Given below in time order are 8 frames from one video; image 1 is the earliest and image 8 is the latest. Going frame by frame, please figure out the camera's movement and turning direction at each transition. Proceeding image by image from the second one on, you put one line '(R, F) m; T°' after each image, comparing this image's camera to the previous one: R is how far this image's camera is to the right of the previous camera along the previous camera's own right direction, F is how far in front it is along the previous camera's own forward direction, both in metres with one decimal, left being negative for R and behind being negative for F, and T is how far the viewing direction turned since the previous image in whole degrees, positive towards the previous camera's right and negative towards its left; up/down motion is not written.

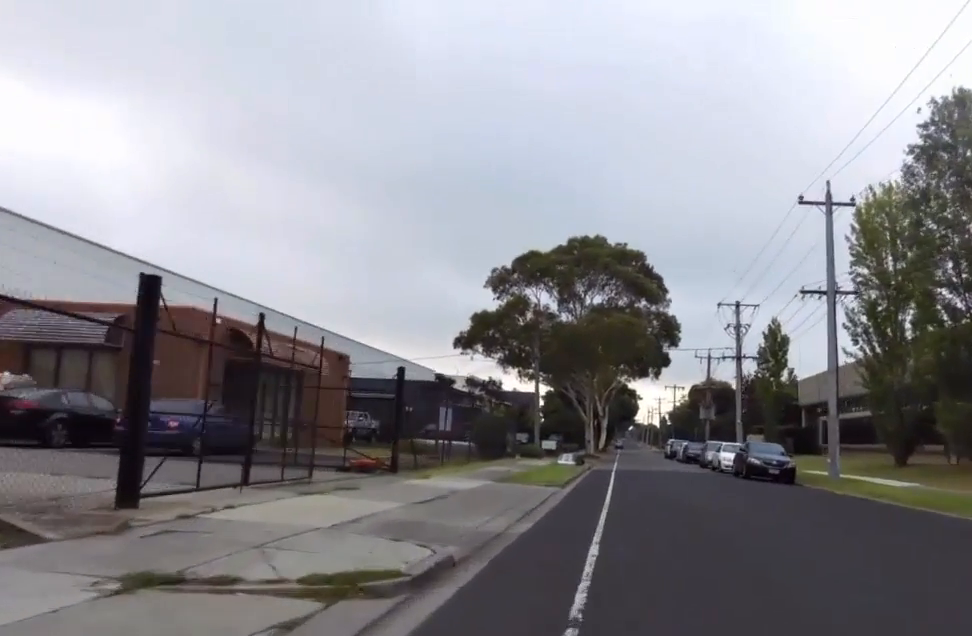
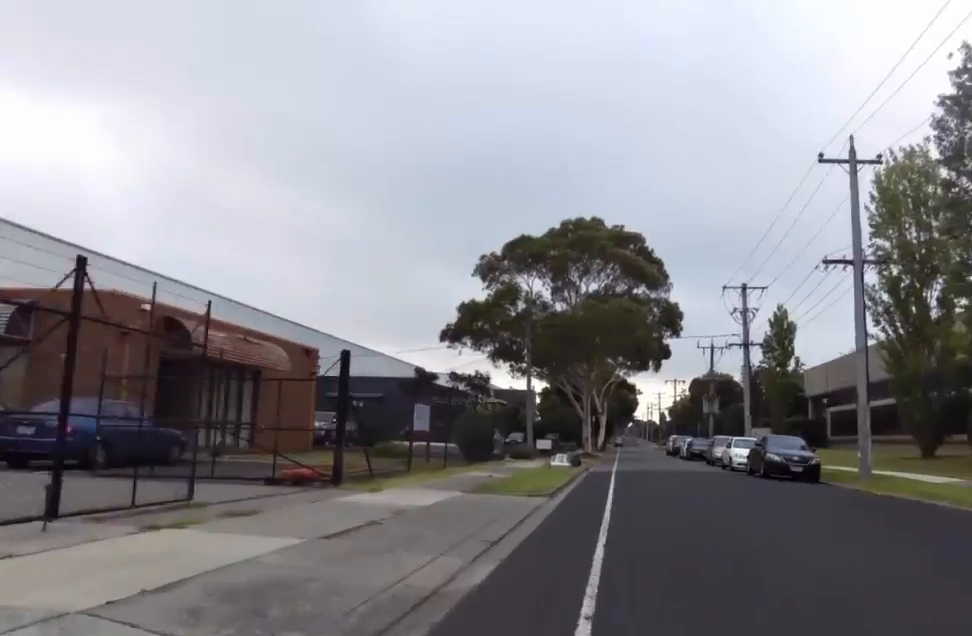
(-0.1, +3.4) m; +1°
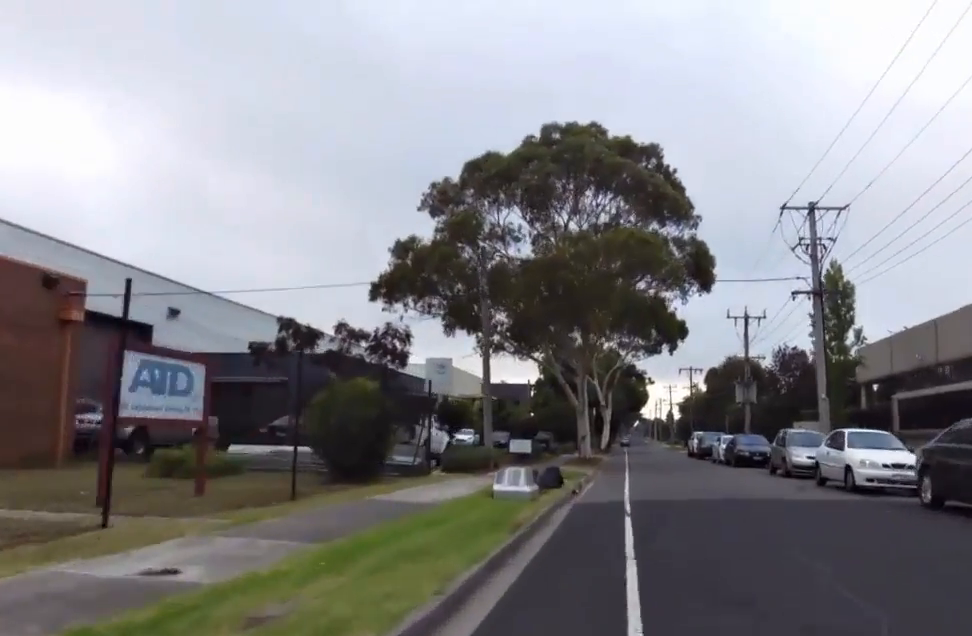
(-1.0, +14.8) m; -4°
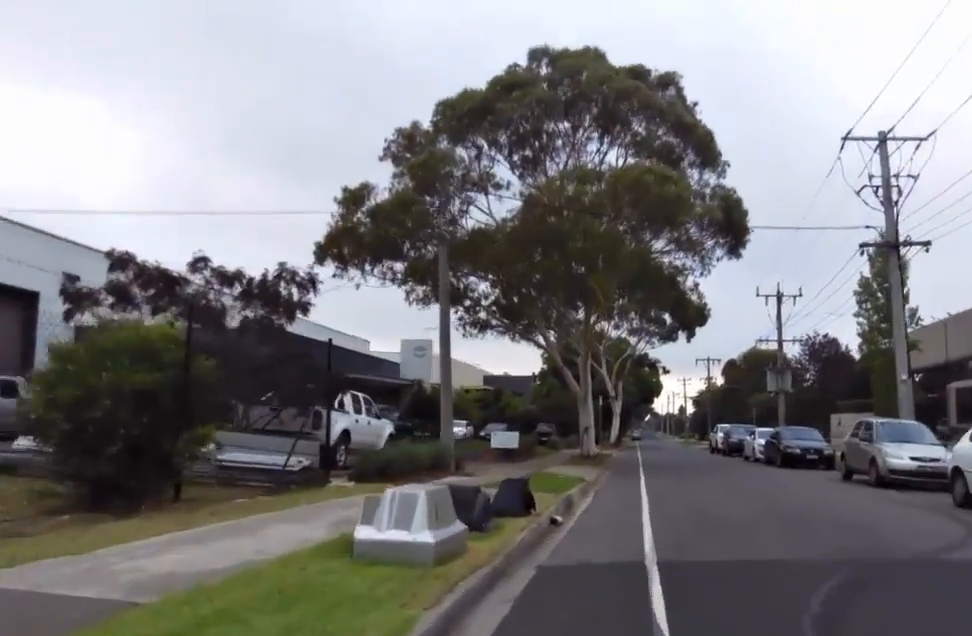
(+0.5, +7.2) m; 0°
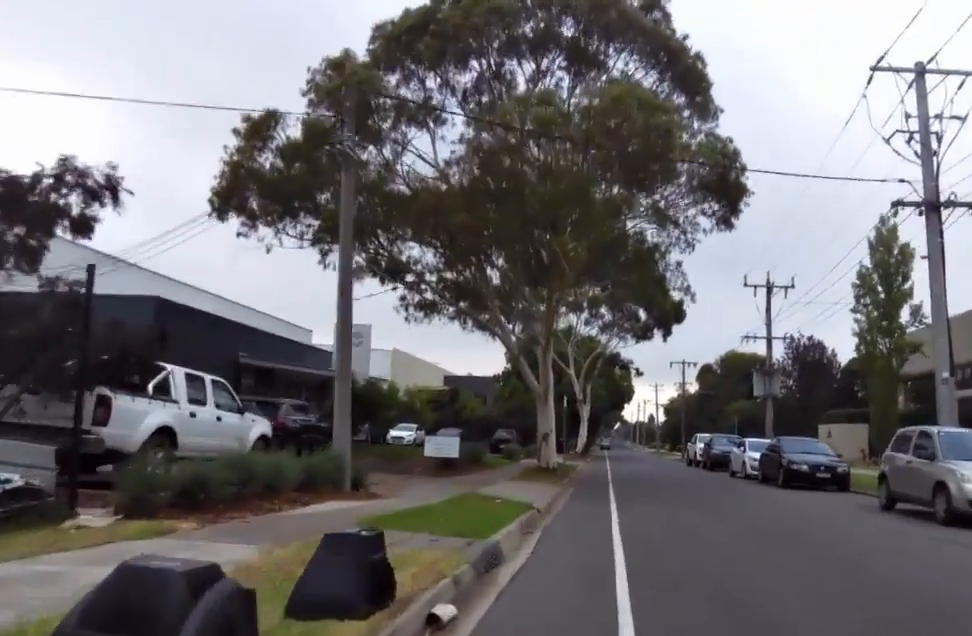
(+0.2, +4.8) m; -2°
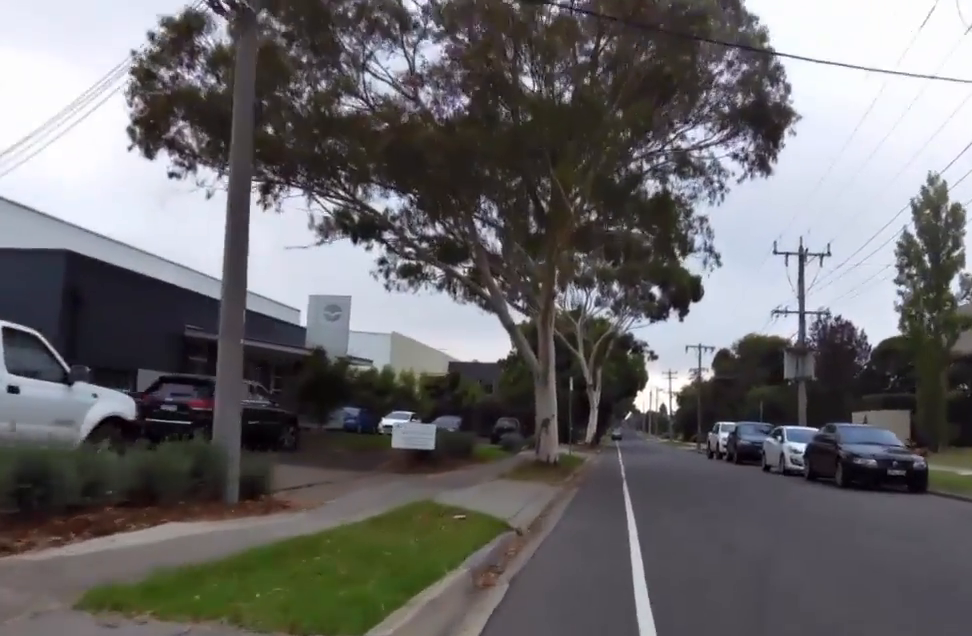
(-0.5, +4.3) m; -4°
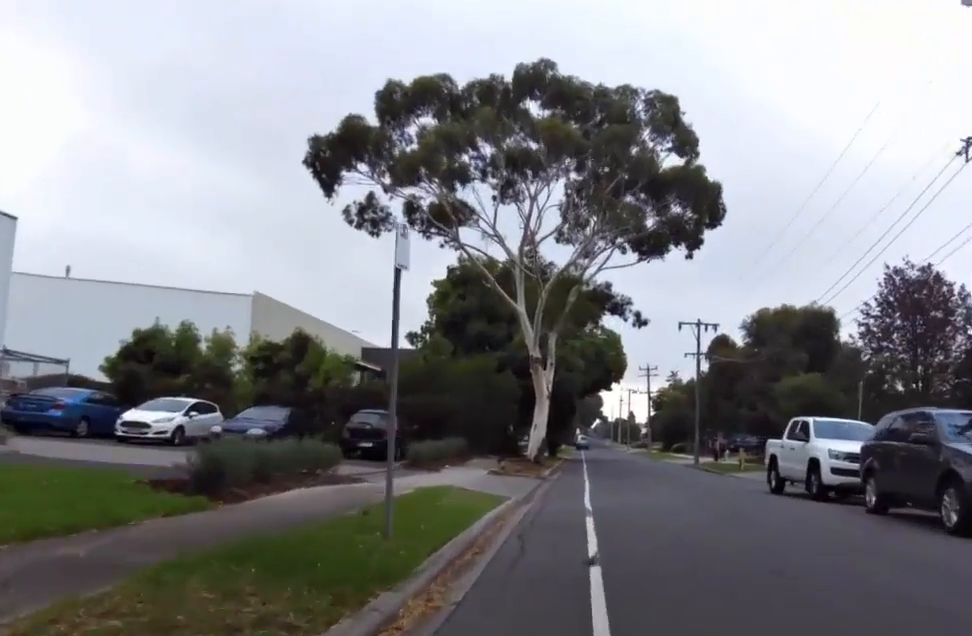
(+0.4, +21.4) m; +5°
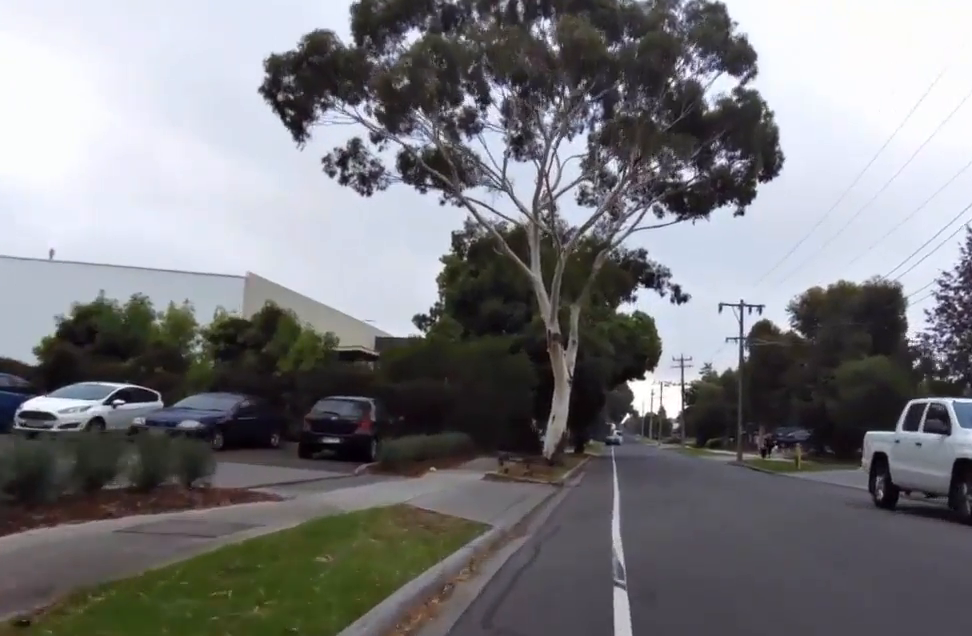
(0.0, +5.7) m; +2°
